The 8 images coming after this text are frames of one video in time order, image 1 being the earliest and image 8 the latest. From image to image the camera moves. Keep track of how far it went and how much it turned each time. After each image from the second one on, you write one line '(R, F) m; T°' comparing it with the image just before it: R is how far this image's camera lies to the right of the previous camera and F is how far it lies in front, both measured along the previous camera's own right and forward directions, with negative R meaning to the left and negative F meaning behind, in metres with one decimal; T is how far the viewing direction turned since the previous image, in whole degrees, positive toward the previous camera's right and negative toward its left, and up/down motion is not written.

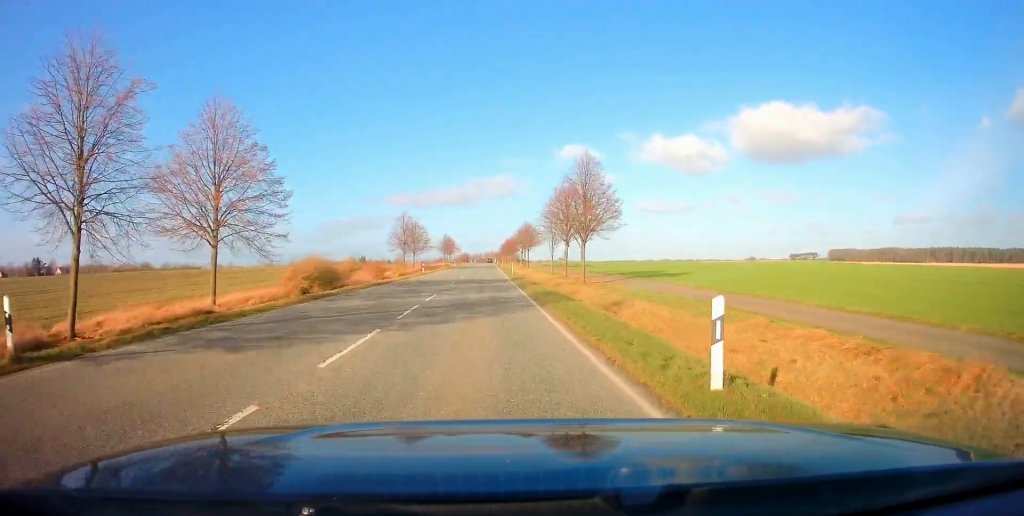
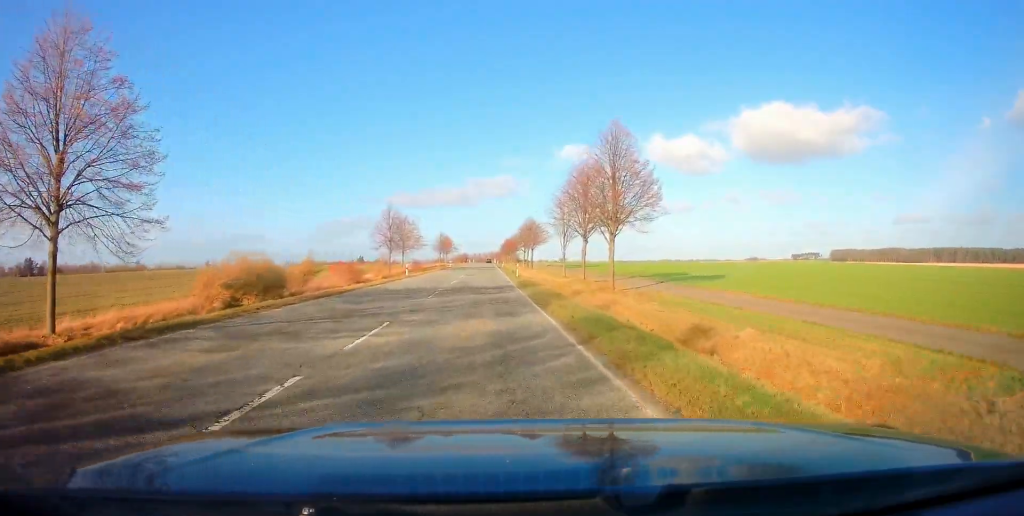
(+0.1, +10.7) m; 0°
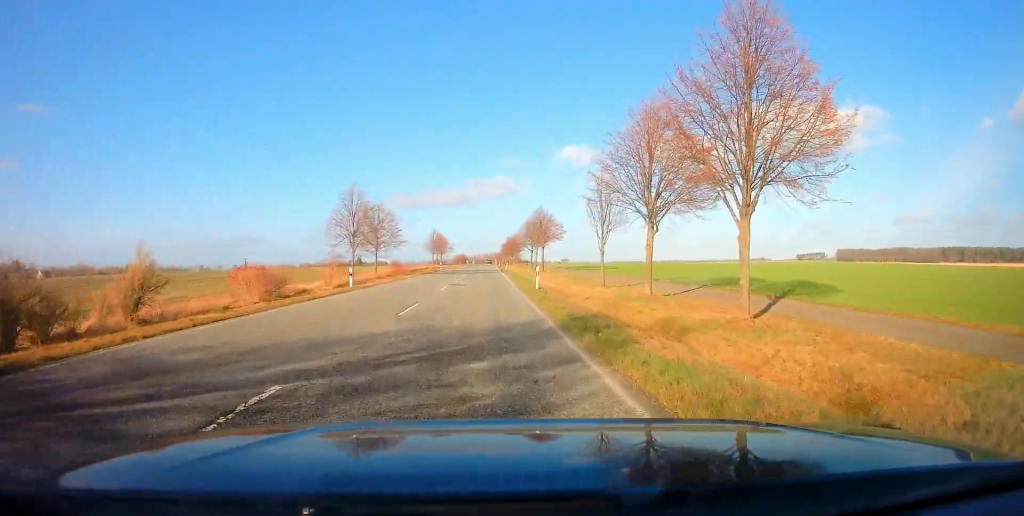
(+0.2, +18.4) m; +1°
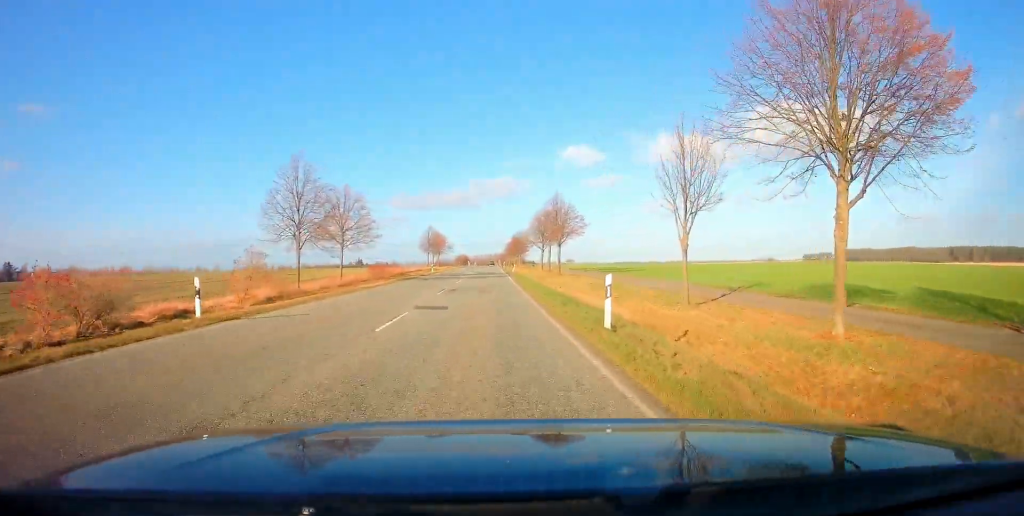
(0.0, +15.0) m; 0°
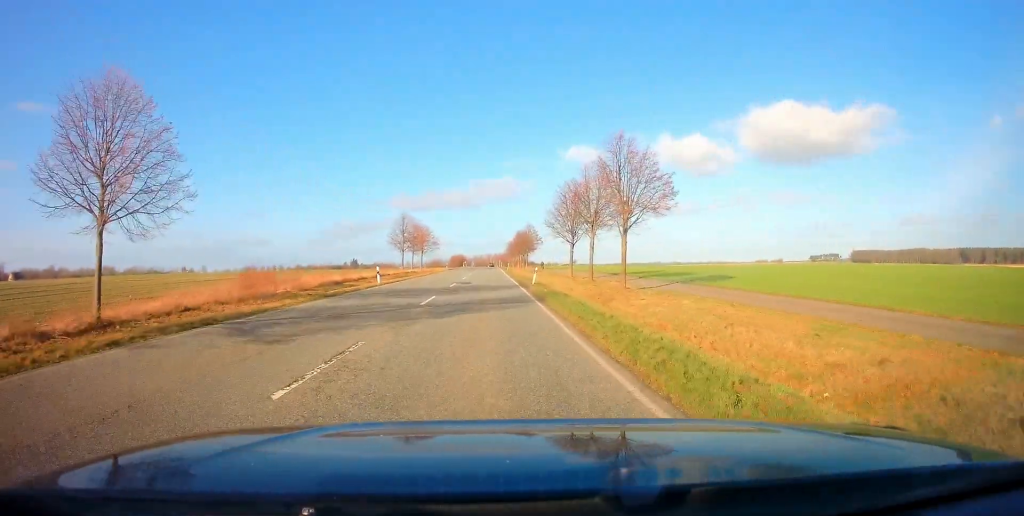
(-0.2, +29.5) m; -1°
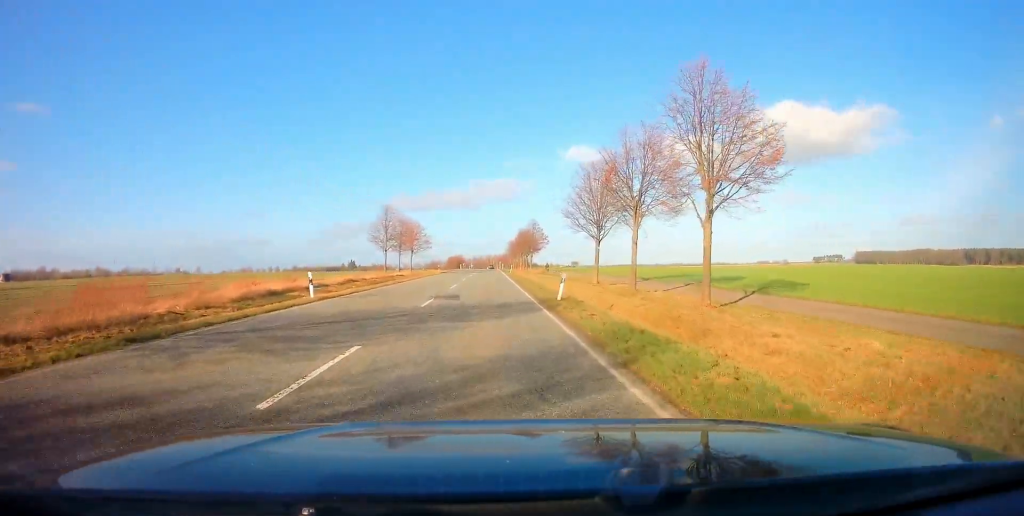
(-0.3, +12.3) m; 0°
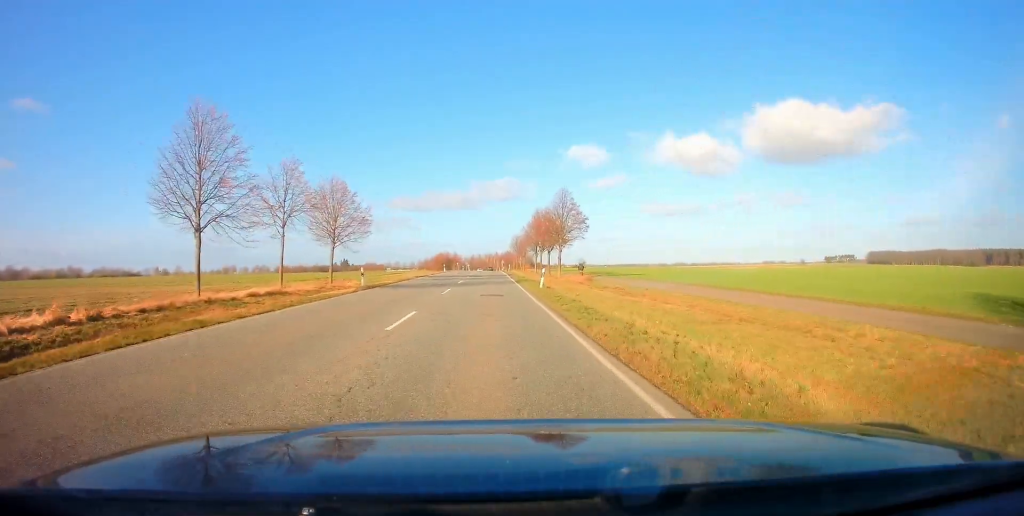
(+0.6, +41.9) m; 0°
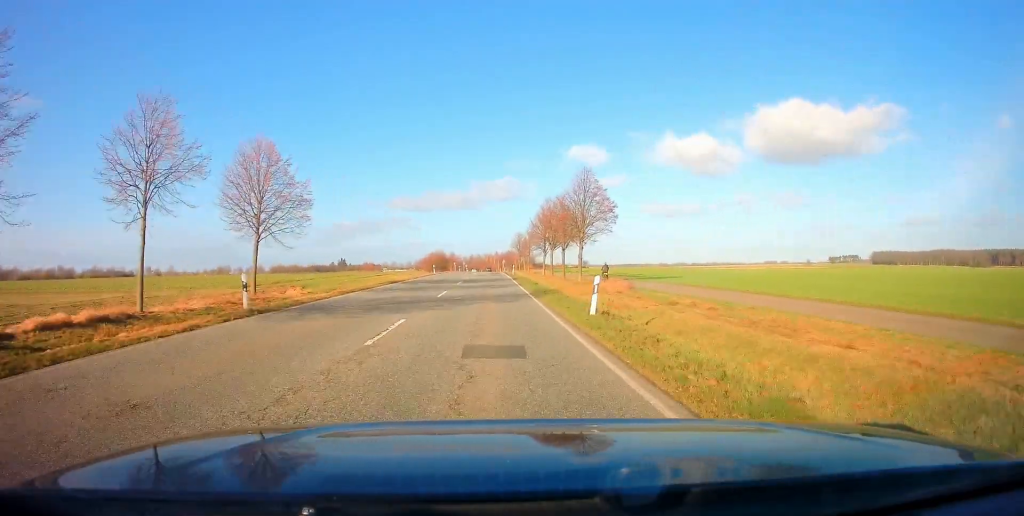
(-0.1, +14.1) m; 0°
